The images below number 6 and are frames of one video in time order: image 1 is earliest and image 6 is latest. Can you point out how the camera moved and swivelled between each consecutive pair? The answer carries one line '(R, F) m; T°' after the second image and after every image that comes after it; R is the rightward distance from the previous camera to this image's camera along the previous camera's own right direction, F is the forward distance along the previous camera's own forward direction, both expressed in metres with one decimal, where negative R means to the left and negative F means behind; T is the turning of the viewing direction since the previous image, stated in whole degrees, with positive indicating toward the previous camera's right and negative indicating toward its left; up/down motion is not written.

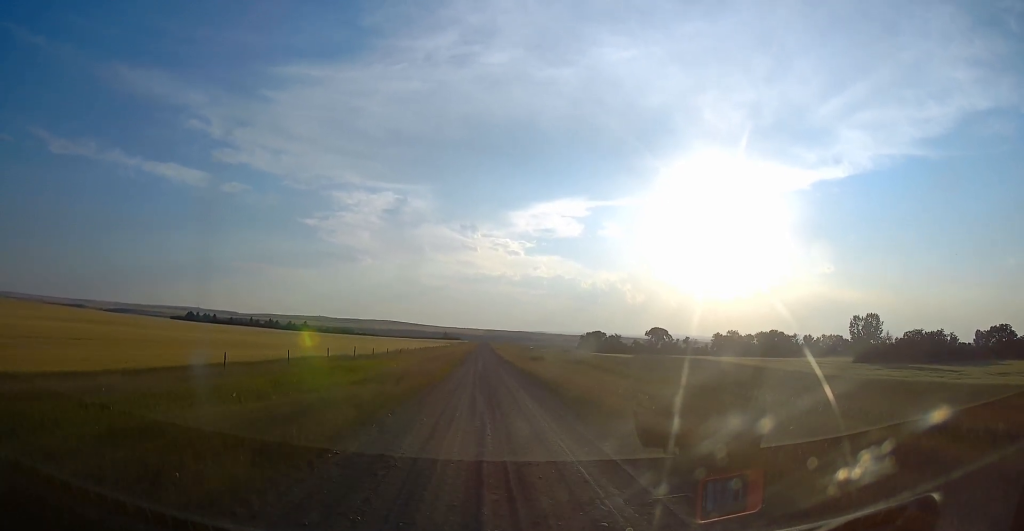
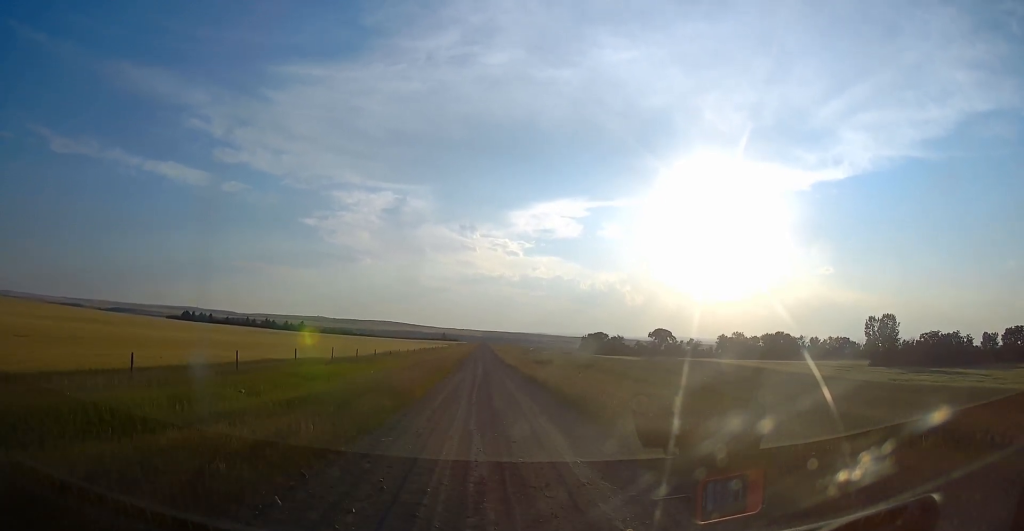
(0.0, +7.0) m; -1°
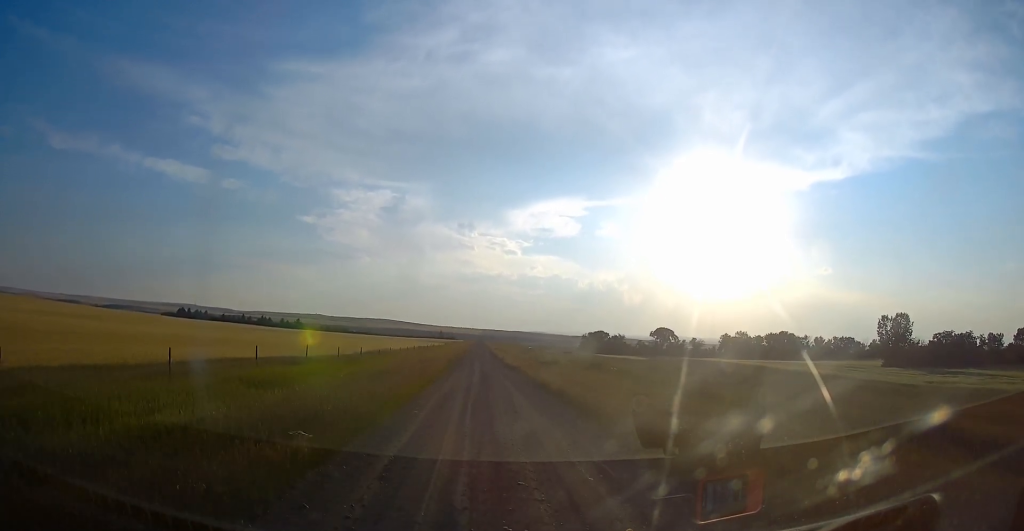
(-0.2, +5.8) m; -1°
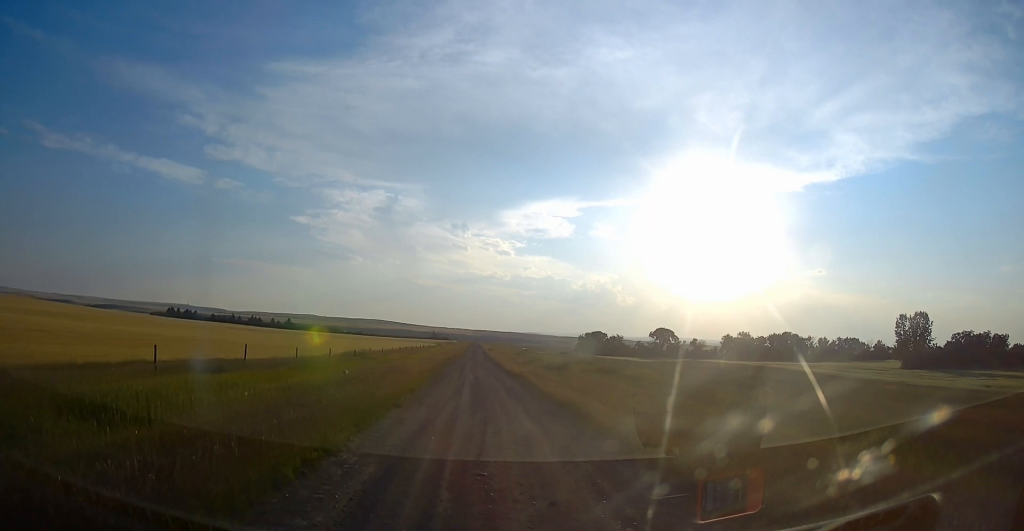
(-0.1, +8.9) m; -1°
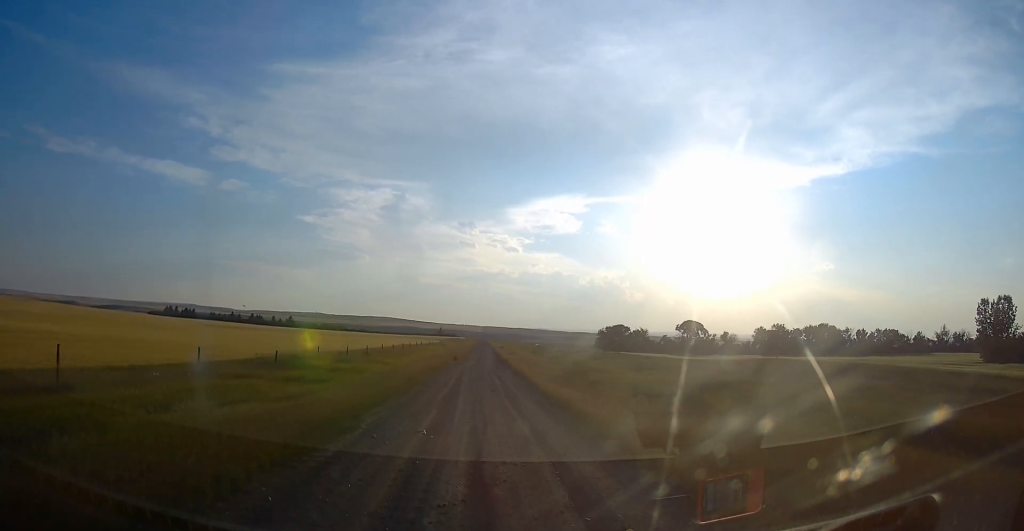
(0.0, +22.6) m; 0°
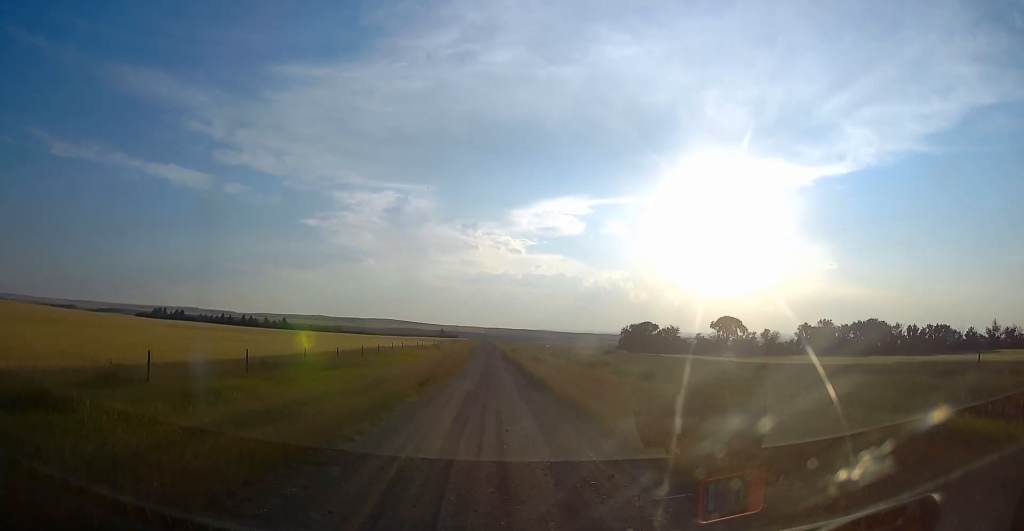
(0.0, +30.5) m; 0°
